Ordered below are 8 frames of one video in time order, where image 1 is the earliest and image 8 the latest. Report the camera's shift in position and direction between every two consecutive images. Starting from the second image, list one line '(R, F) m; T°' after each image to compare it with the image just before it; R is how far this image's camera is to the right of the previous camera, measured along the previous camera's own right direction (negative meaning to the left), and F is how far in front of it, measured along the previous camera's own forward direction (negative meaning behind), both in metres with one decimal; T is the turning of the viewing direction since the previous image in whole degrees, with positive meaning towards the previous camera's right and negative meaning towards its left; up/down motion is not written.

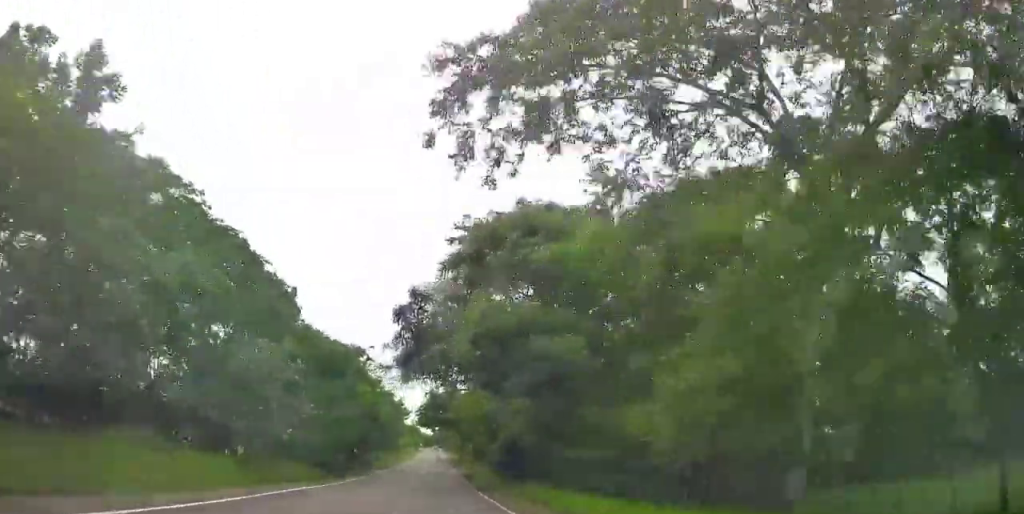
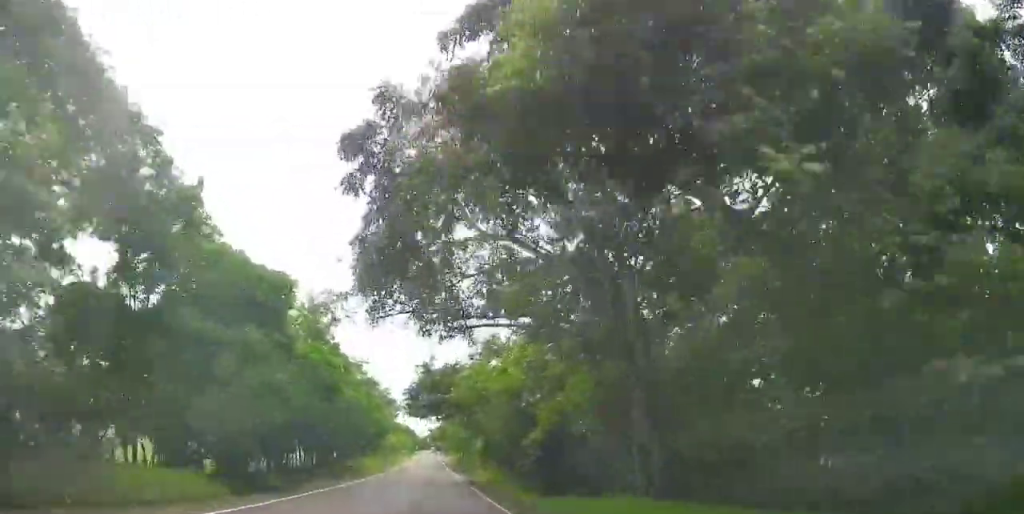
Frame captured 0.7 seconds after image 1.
(-0.5, +17.8) m; -2°
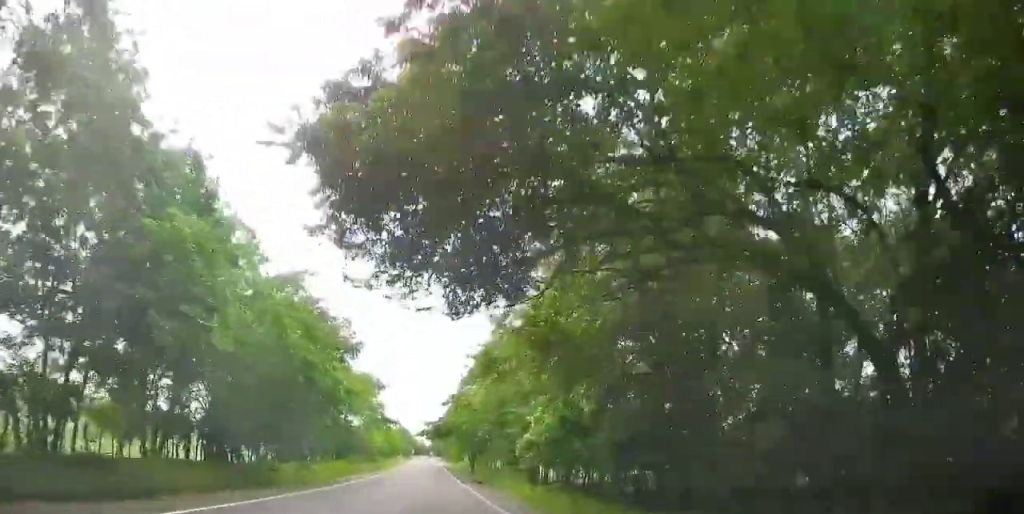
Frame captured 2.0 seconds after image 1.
(0.0, +33.7) m; 0°
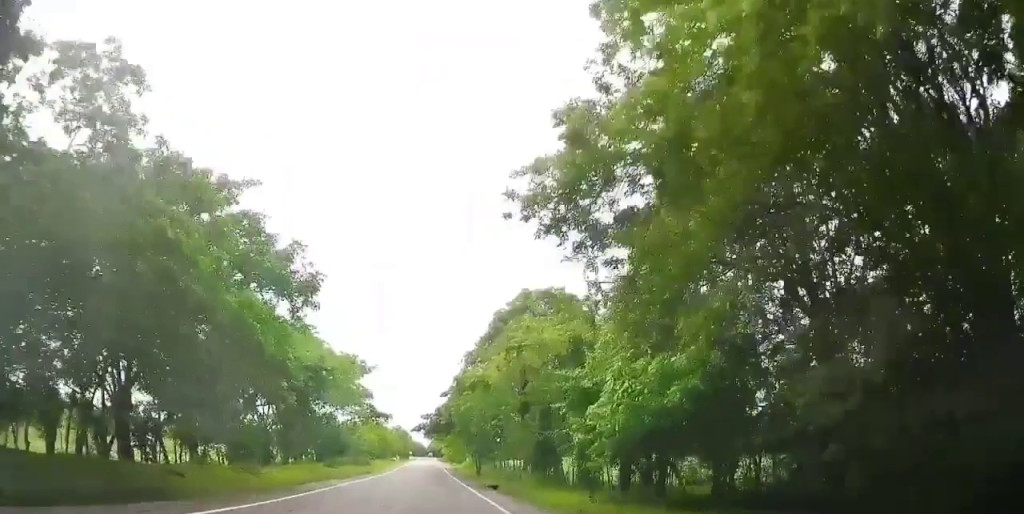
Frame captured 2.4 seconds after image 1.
(0.0, +12.6) m; 0°
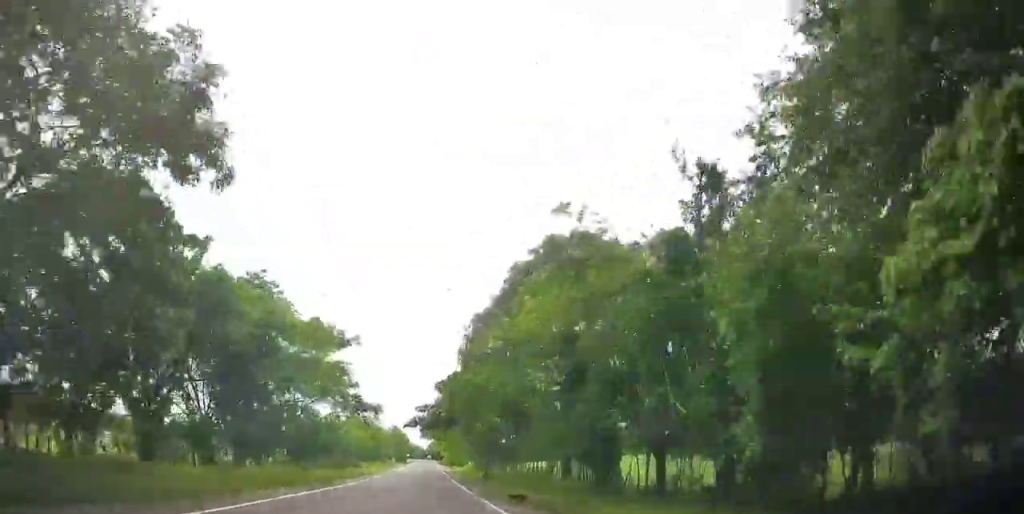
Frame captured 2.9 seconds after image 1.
(0.0, +12.6) m; 0°
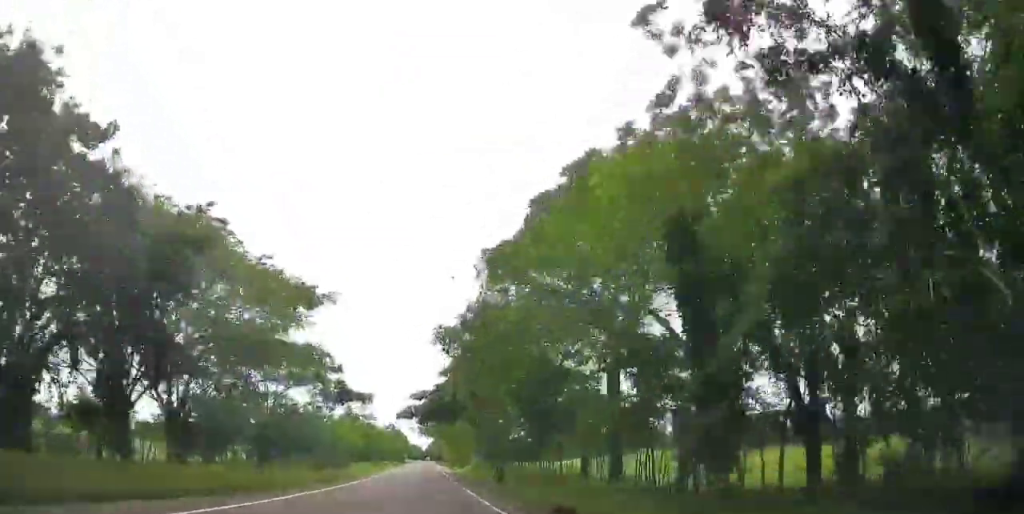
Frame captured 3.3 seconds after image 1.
(-0.1, +10.5) m; 0°
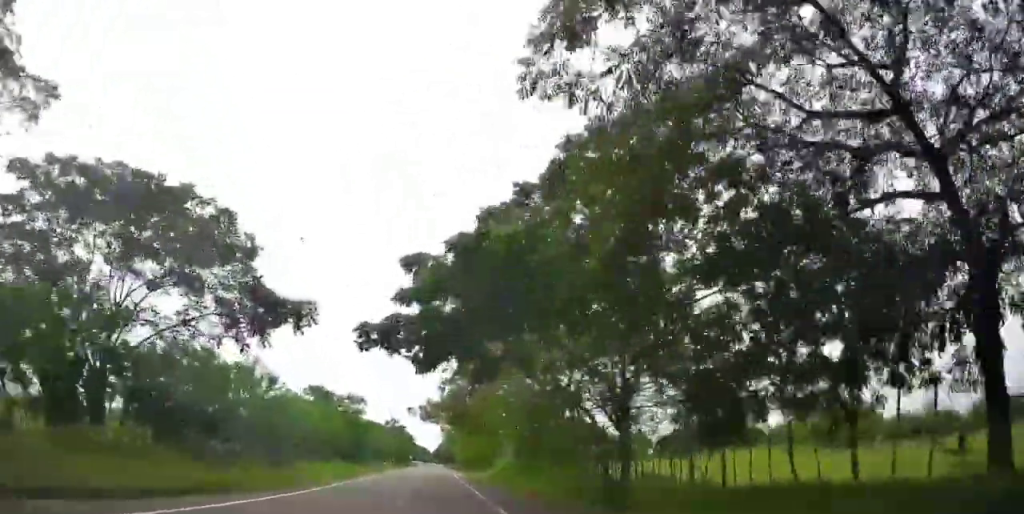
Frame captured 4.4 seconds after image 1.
(+0.3, +28.8) m; +1°
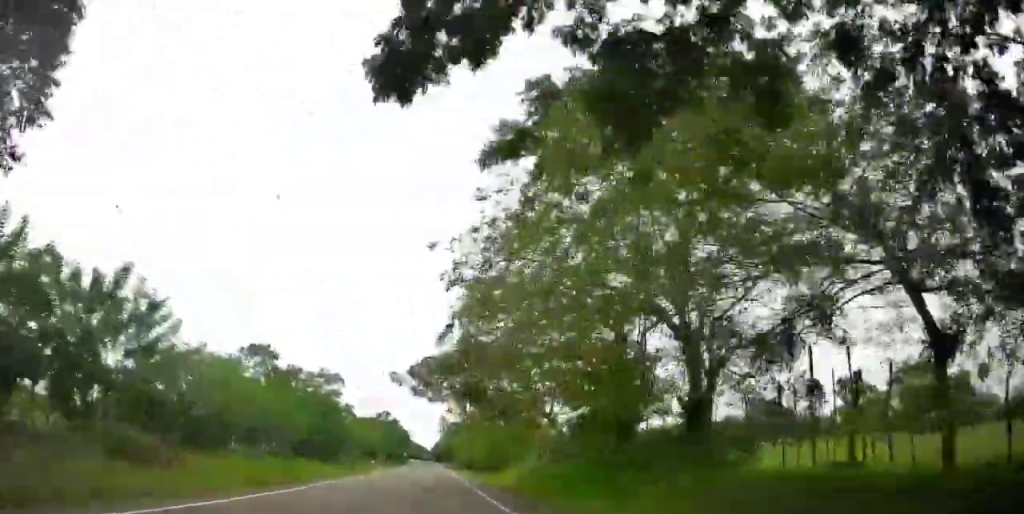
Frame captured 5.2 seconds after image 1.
(+0.1, +19.9) m; +1°
